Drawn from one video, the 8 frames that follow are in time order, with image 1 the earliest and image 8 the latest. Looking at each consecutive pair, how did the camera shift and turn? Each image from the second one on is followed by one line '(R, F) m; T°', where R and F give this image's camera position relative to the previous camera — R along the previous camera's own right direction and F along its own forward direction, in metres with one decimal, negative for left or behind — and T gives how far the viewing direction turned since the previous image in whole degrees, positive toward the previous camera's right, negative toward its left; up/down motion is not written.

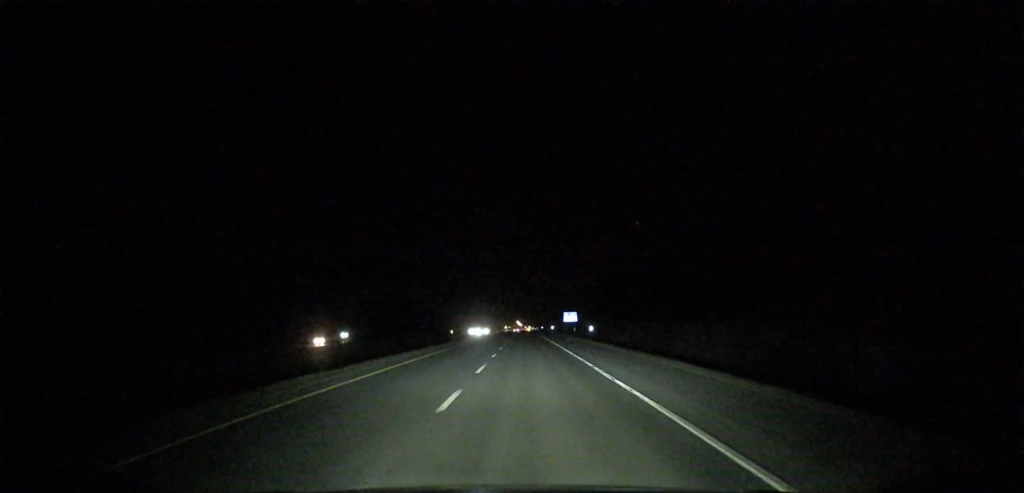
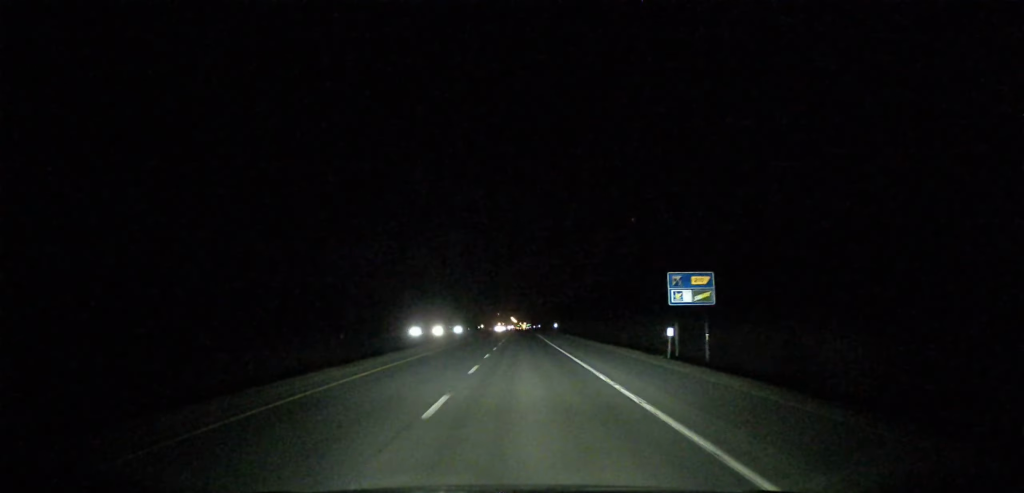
(+0.1, +138.2) m; 0°
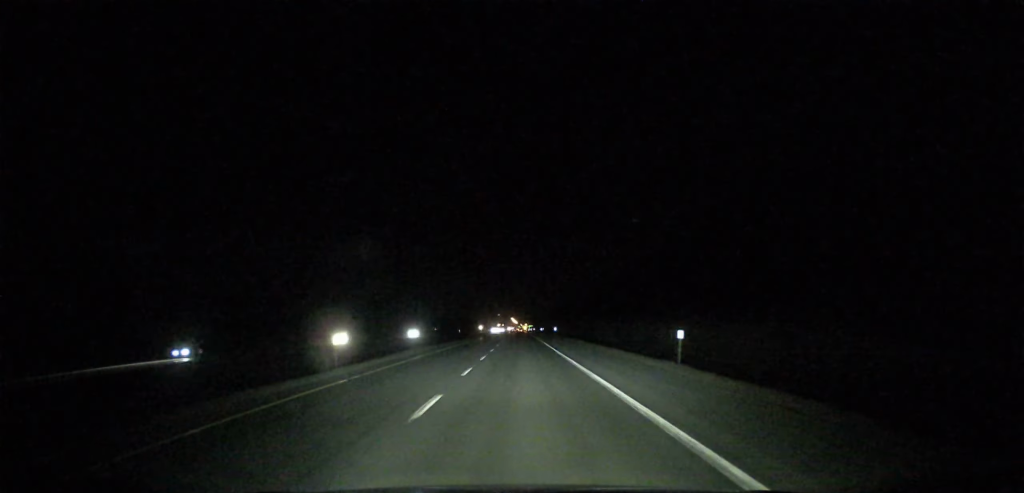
(+0.1, +100.6) m; 0°
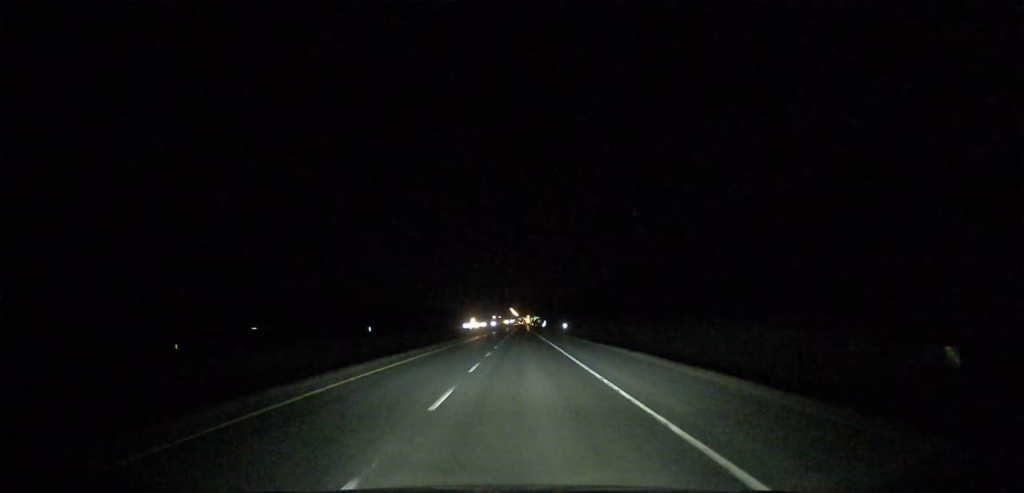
(-0.6, +312.6) m; 0°
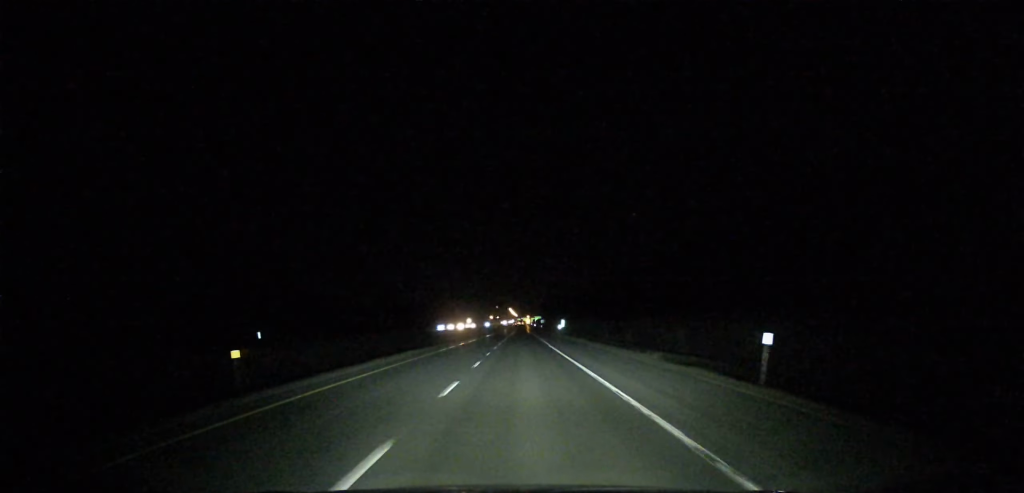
(0.0, +88.8) m; 0°
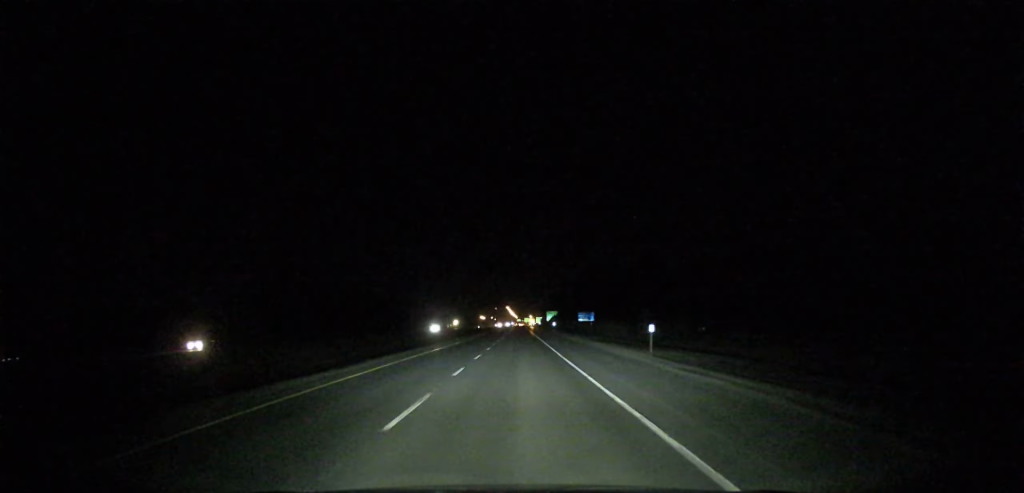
(-0.2, +278.1) m; 0°
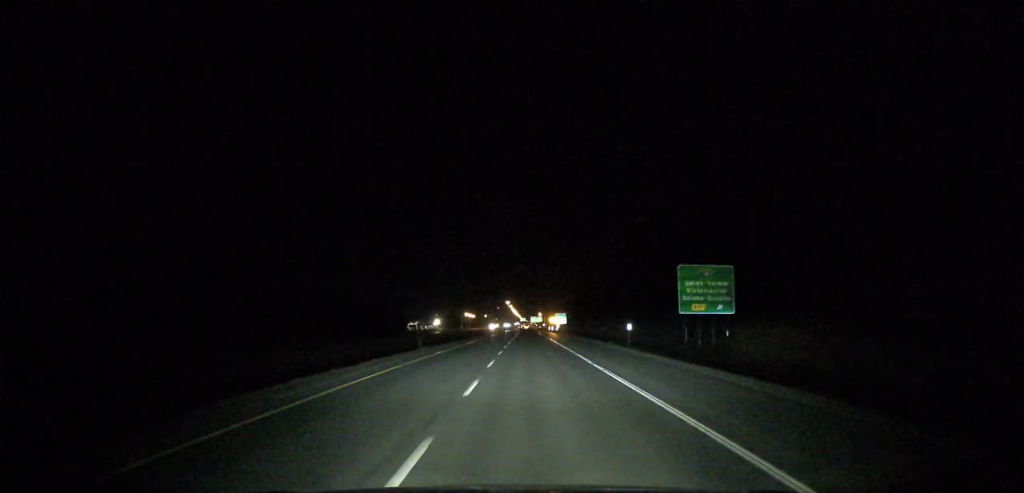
(0.0, +281.2) m; 0°
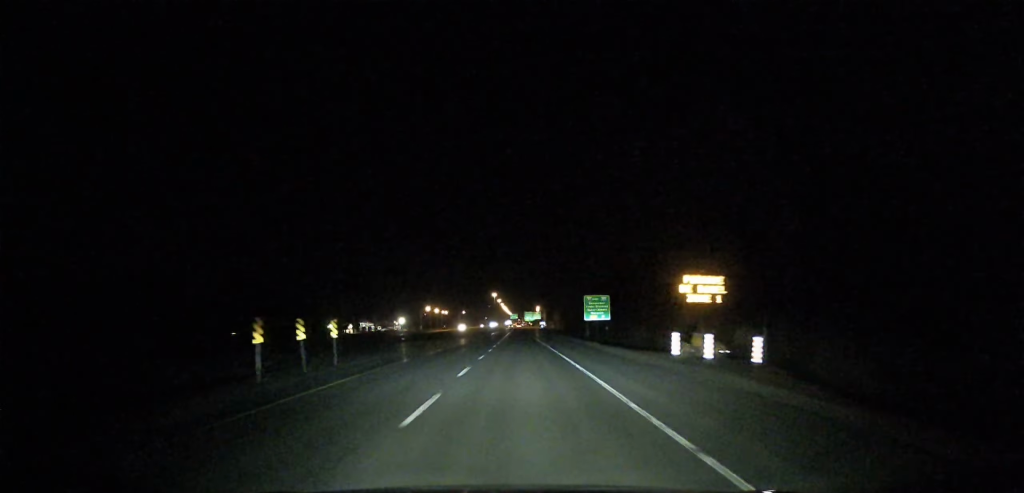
(+0.4, +186.4) m; 0°
